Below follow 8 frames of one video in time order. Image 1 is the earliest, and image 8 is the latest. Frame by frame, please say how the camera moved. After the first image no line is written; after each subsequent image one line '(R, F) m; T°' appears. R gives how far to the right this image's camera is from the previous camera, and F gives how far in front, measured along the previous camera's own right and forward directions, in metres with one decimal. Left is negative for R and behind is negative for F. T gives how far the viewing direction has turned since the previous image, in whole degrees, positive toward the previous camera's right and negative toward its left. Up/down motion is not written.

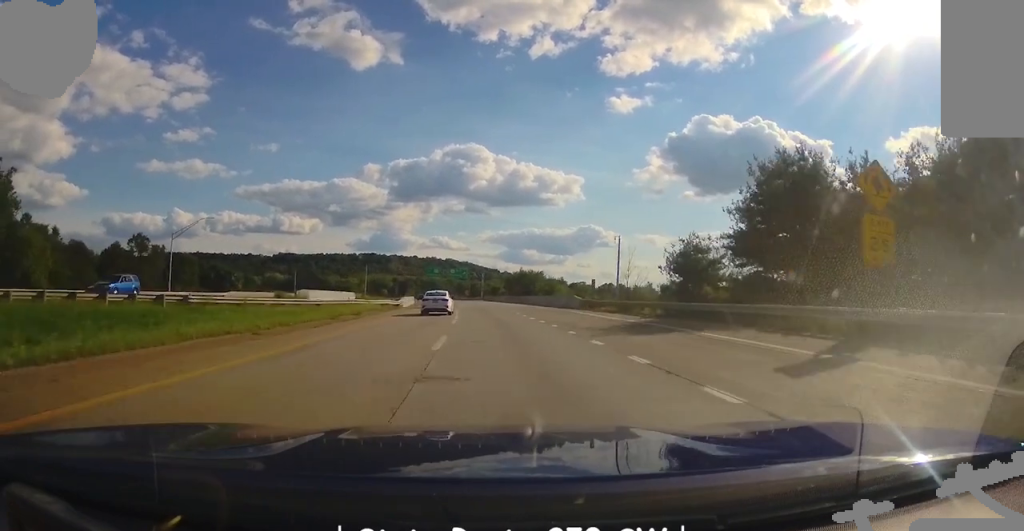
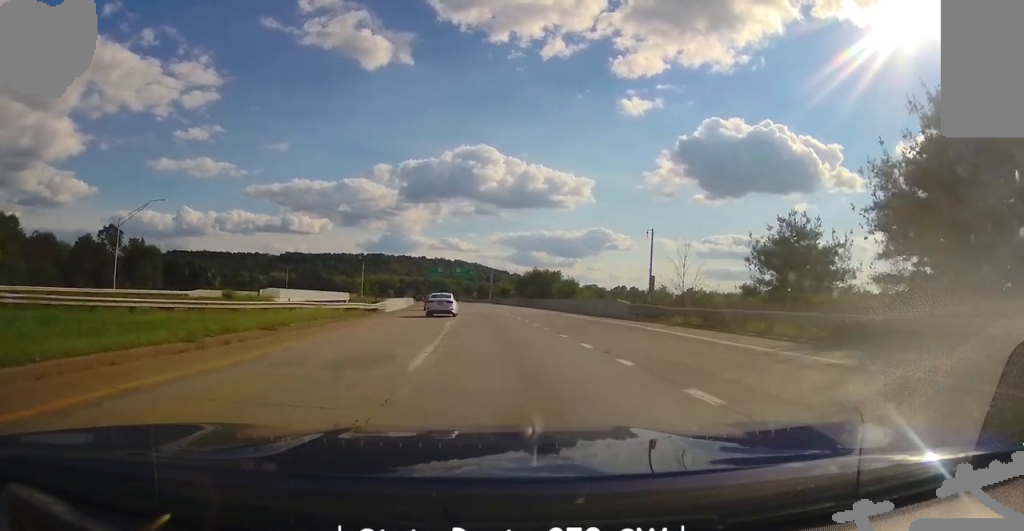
(+0.2, +14.4) m; -2°
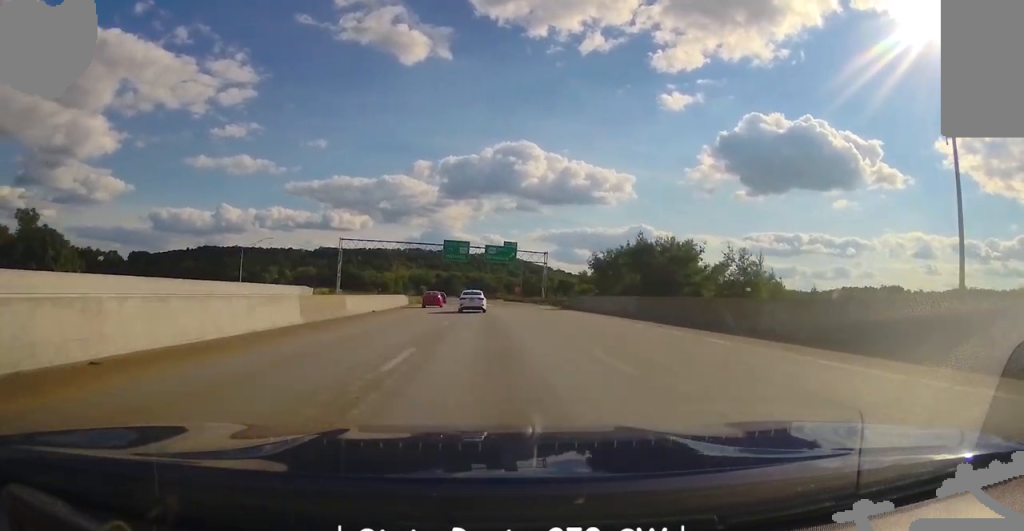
(-2.5, +51.9) m; -3°
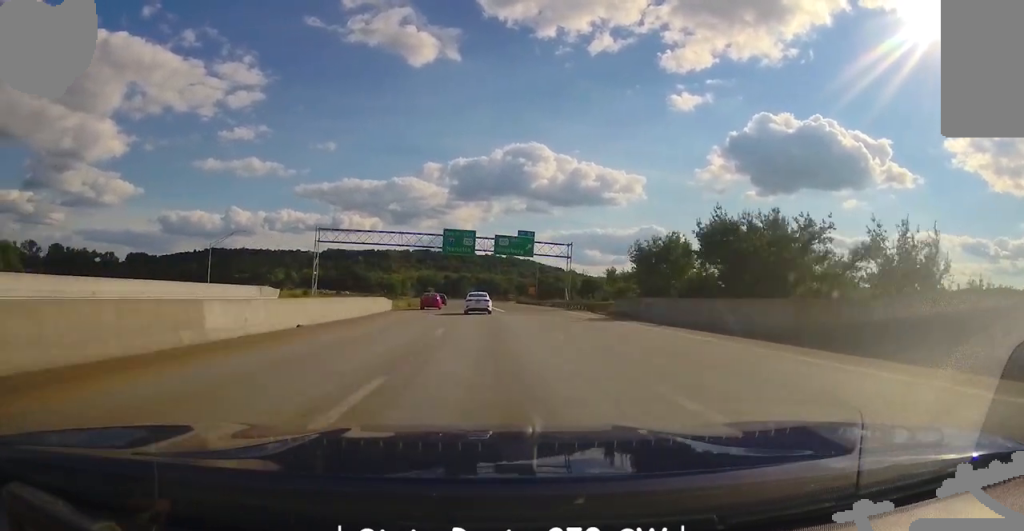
(0.0, +16.6) m; 0°
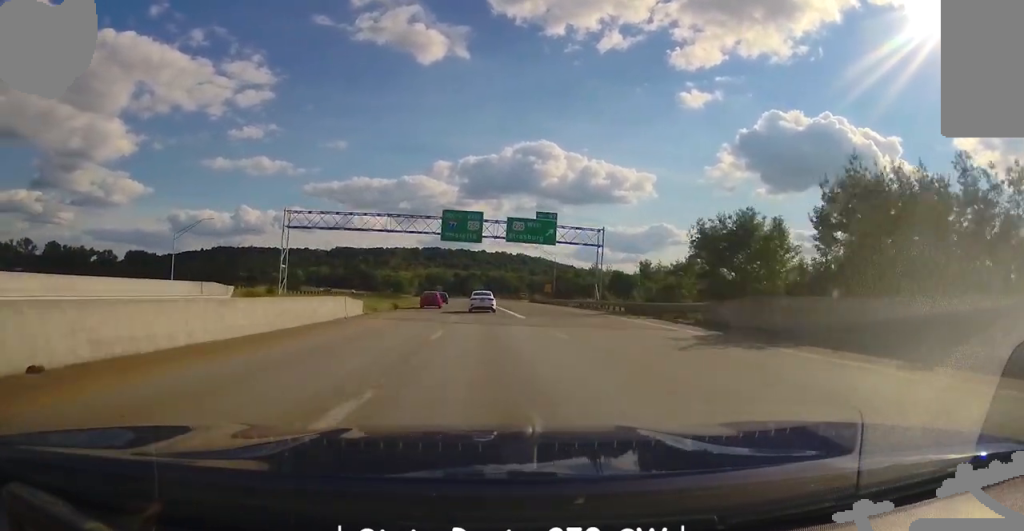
(0.0, +14.2) m; 0°
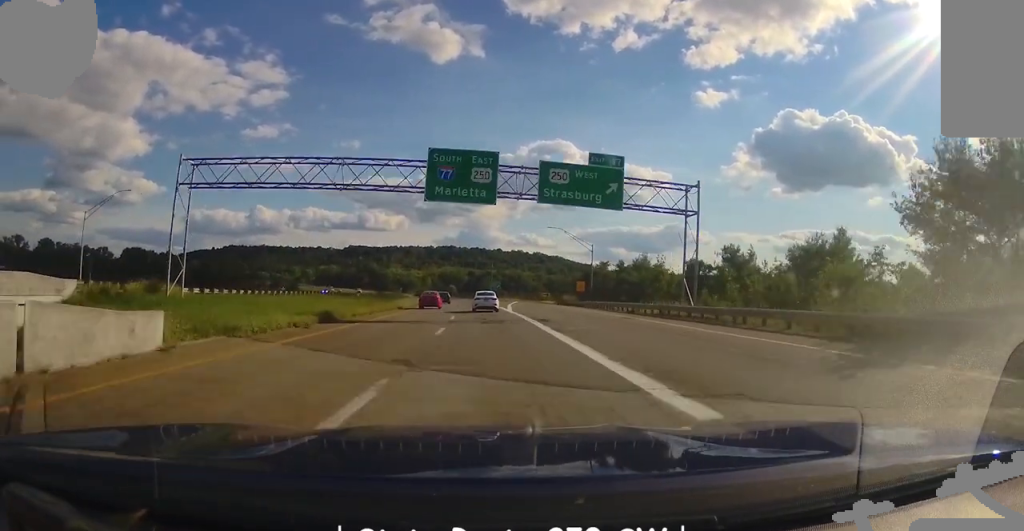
(0.0, +23.0) m; -1°
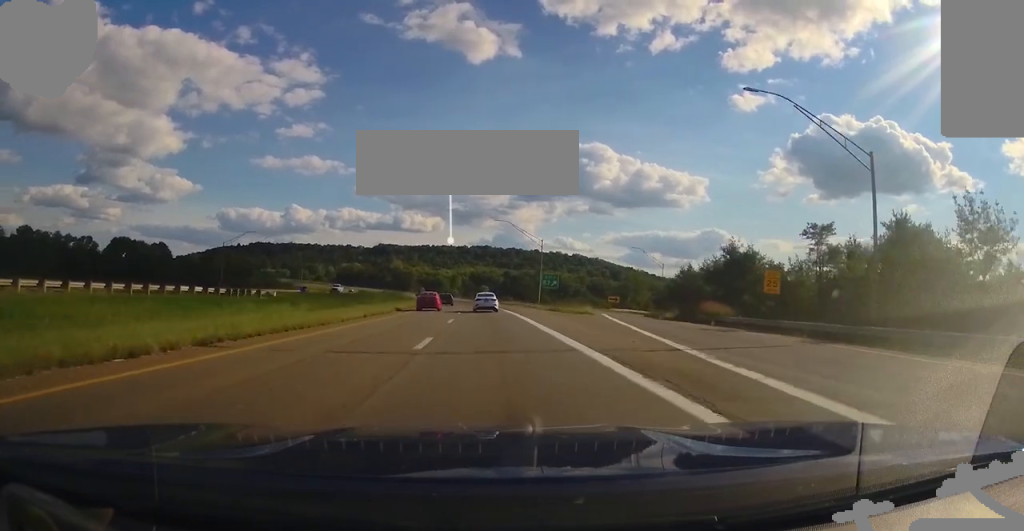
(-1.9, +53.3) m; -5°
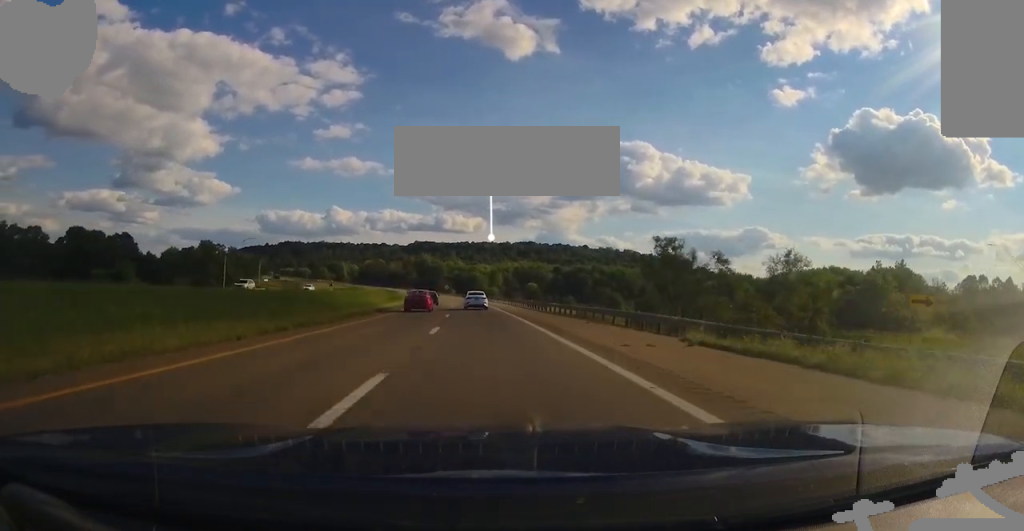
(-2.4, +80.4) m; -3°
